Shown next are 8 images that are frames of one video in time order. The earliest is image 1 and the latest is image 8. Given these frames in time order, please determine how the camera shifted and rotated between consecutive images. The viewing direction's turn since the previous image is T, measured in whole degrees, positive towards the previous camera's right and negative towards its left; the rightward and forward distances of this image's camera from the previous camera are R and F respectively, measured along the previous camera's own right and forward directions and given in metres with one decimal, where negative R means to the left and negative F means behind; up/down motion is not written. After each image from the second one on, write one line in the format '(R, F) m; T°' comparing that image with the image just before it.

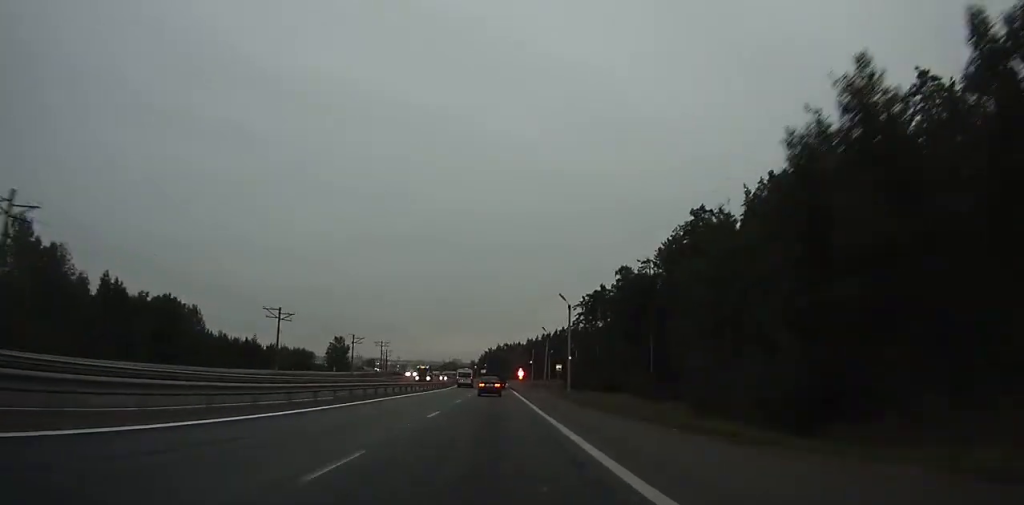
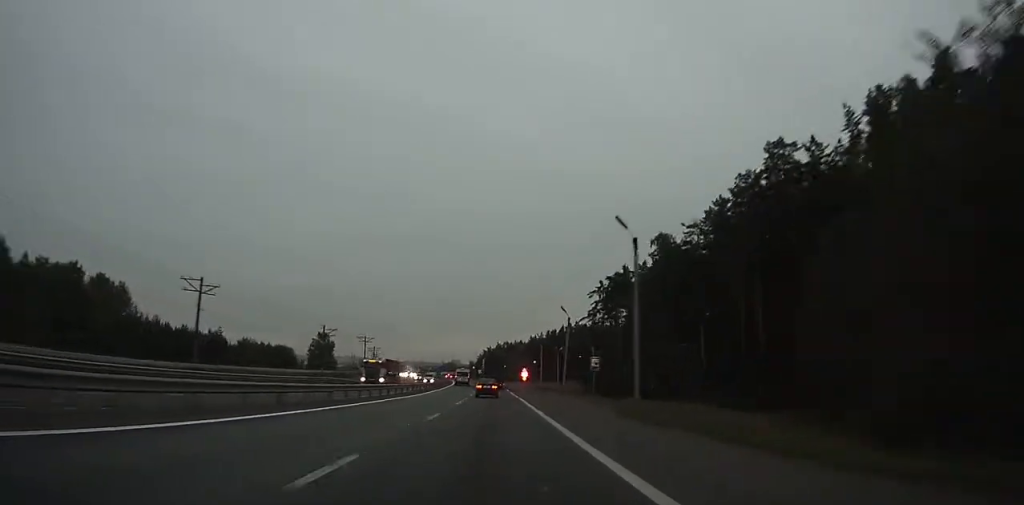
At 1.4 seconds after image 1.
(-0.1, +25.0) m; 0°
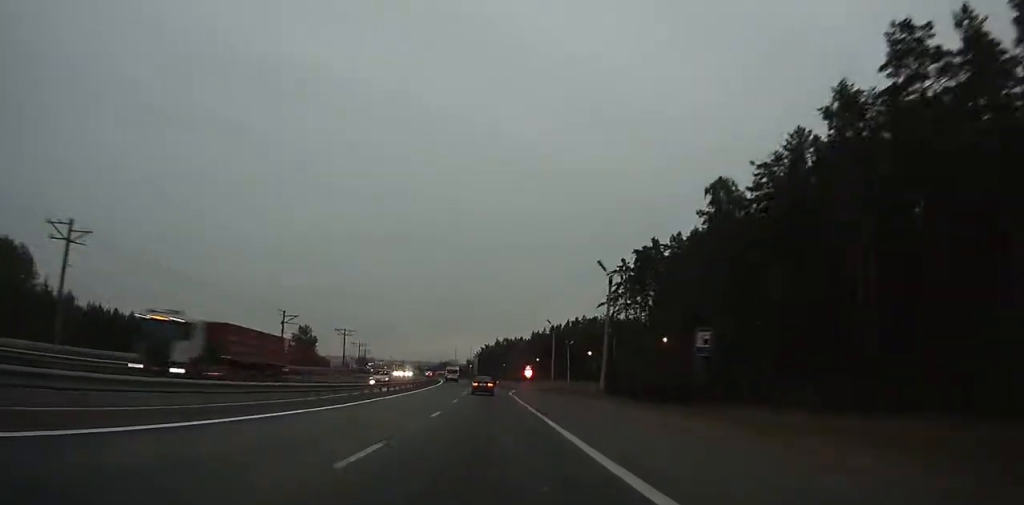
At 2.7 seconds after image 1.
(0.0, +23.1) m; 0°
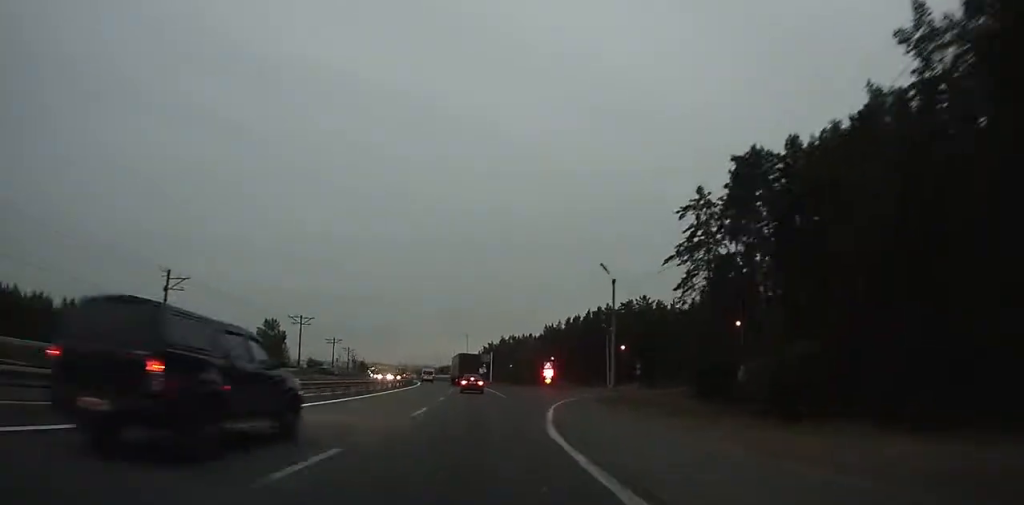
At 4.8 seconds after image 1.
(-0.3, +36.1) m; -2°
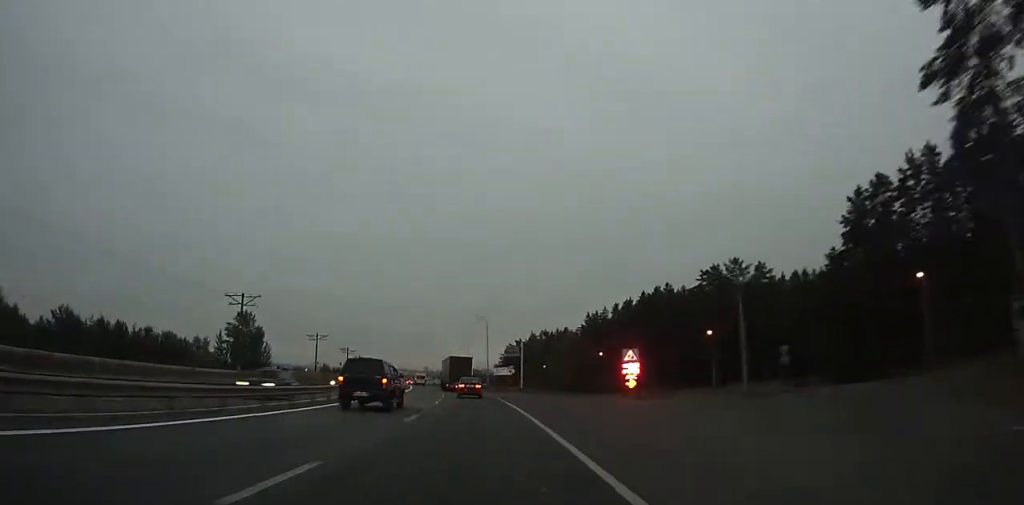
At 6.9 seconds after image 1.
(-0.3, +35.2) m; -2°
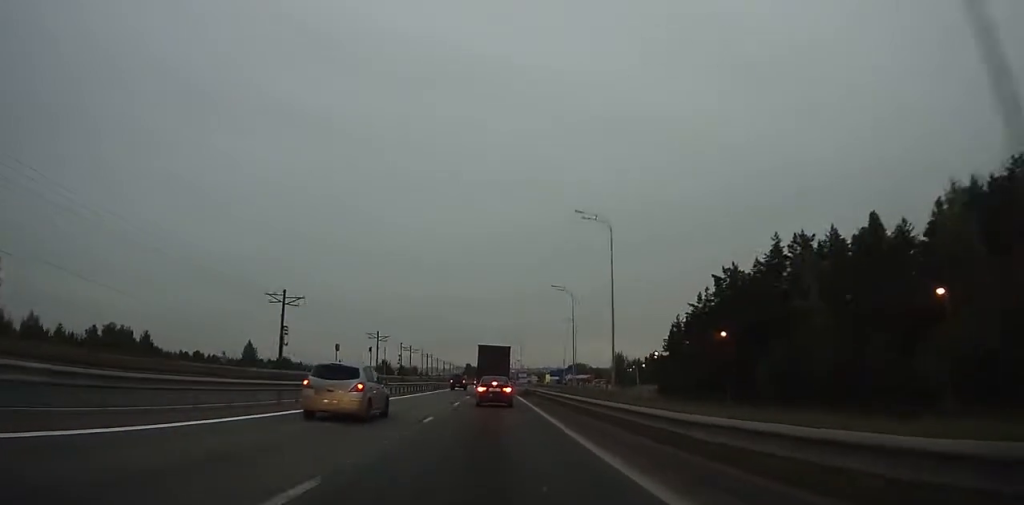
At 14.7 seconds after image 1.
(-10.3, +116.6) m; -9°
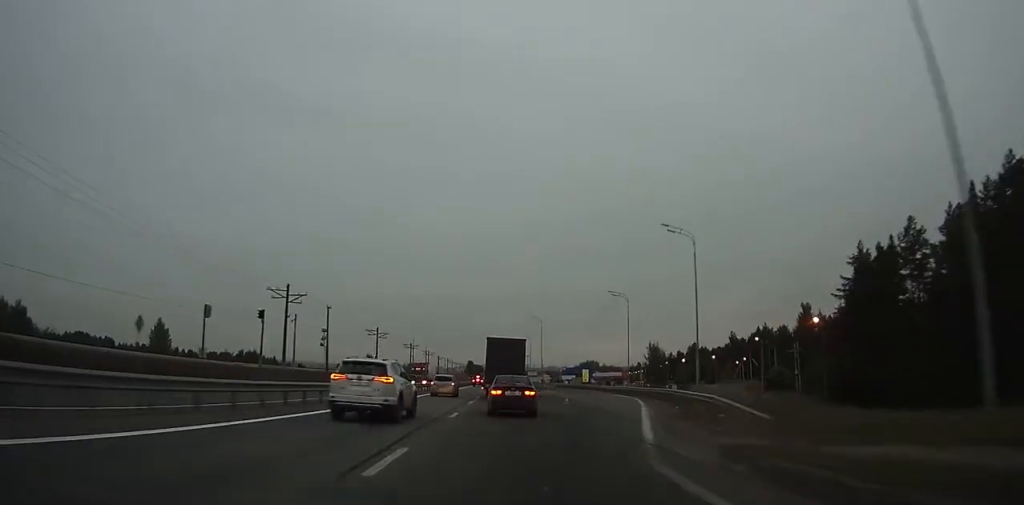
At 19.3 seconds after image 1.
(-1.0, +57.1) m; -1°
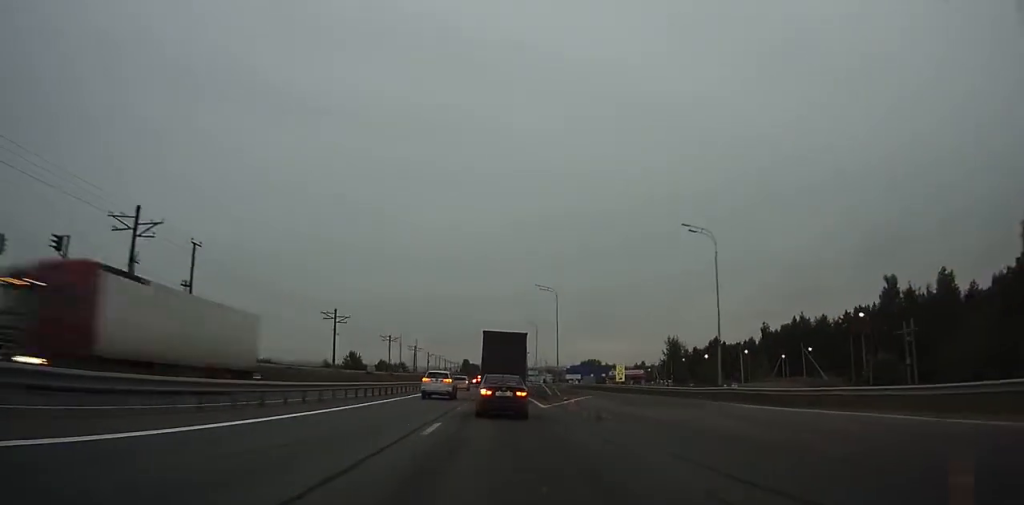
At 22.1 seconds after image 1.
(+0.1, +32.3) m; 0°
